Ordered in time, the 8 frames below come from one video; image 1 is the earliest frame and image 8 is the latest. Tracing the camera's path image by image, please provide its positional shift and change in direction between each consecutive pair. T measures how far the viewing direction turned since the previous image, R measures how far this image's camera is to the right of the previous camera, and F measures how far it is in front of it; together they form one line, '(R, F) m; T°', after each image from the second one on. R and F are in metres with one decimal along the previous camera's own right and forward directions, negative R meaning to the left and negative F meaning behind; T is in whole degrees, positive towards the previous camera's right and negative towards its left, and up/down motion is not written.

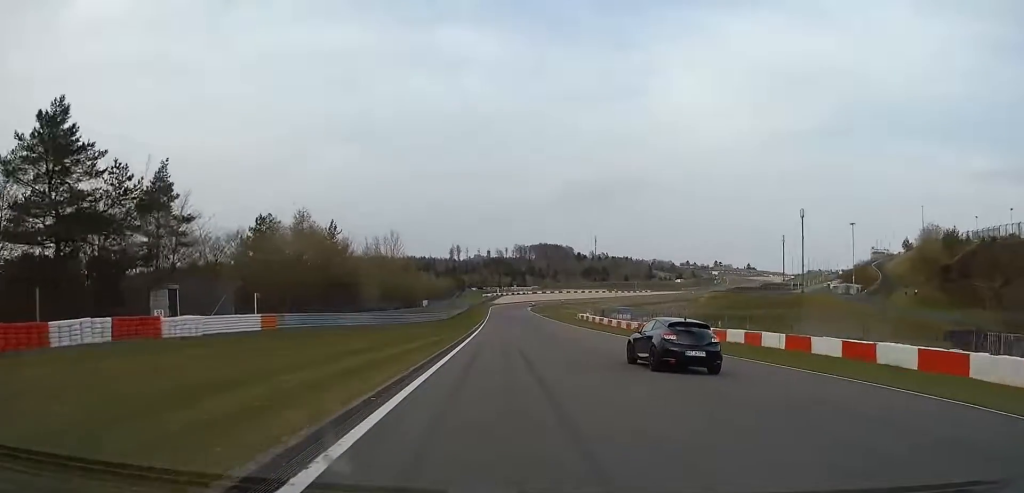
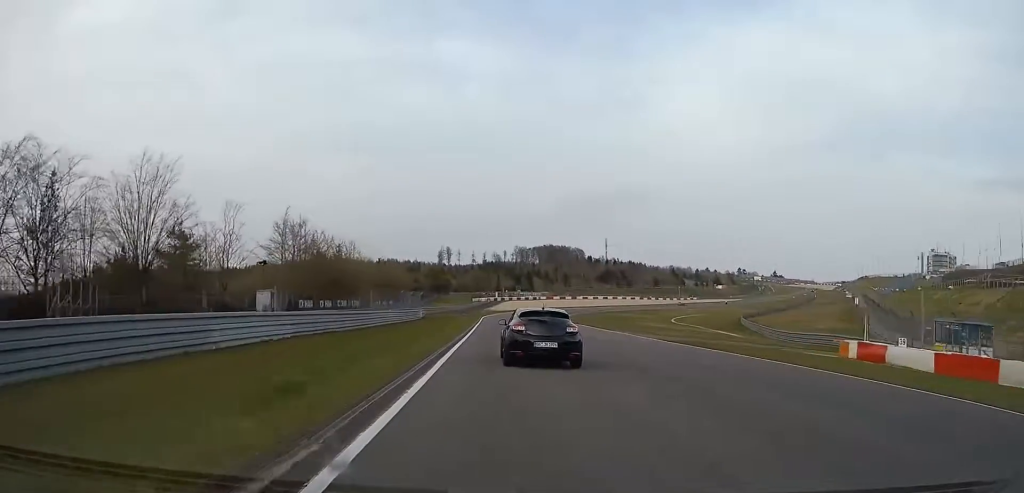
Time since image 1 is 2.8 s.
(+1.5, +121.4) m; +2°
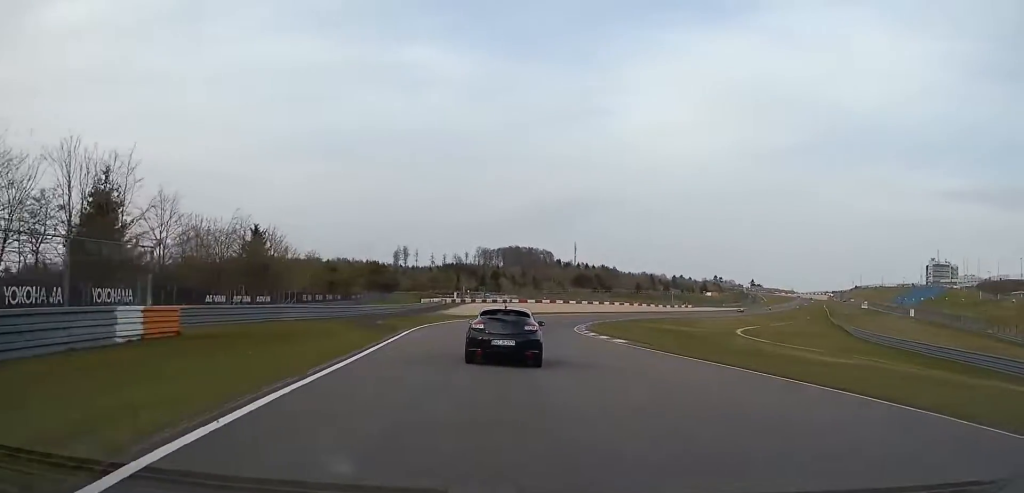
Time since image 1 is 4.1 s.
(+1.1, +57.5) m; +3°
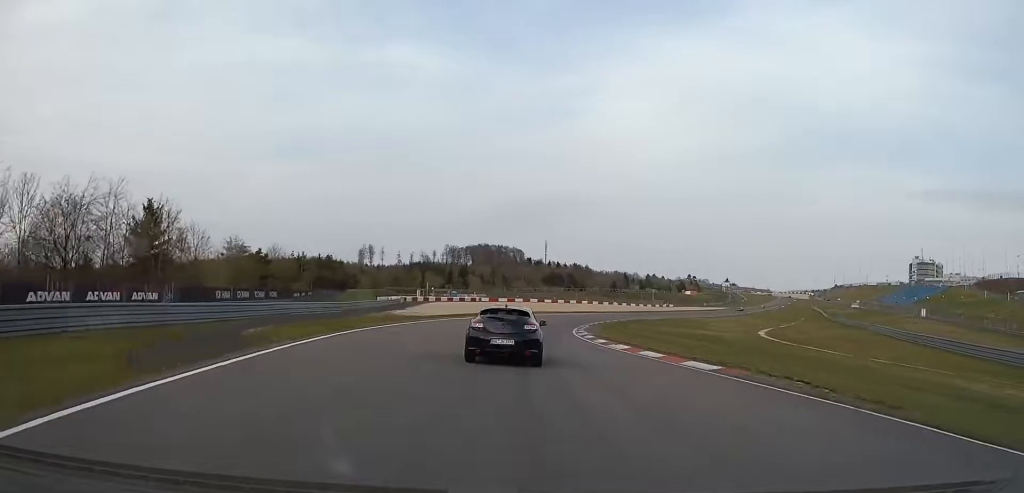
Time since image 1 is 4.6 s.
(+0.4, +20.3) m; +3°
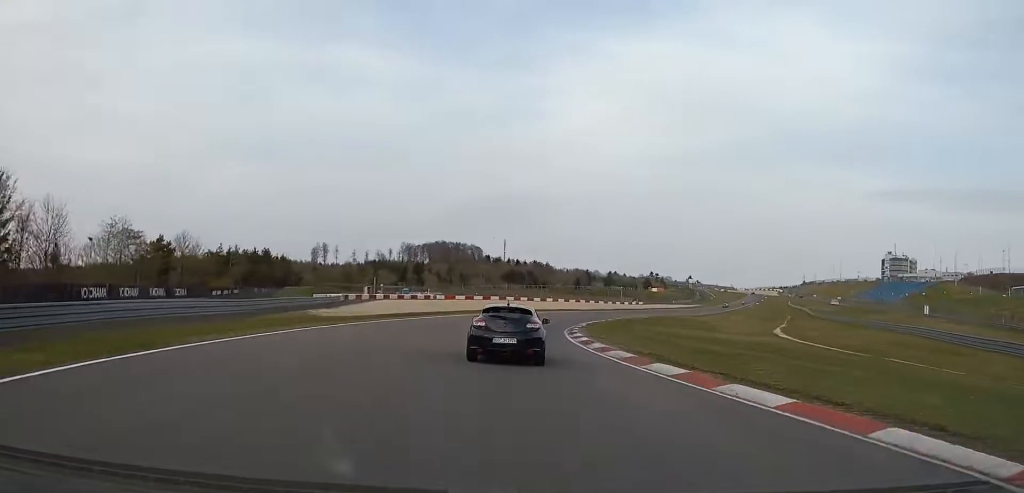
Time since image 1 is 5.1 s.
(-0.4, +18.9) m; +2°
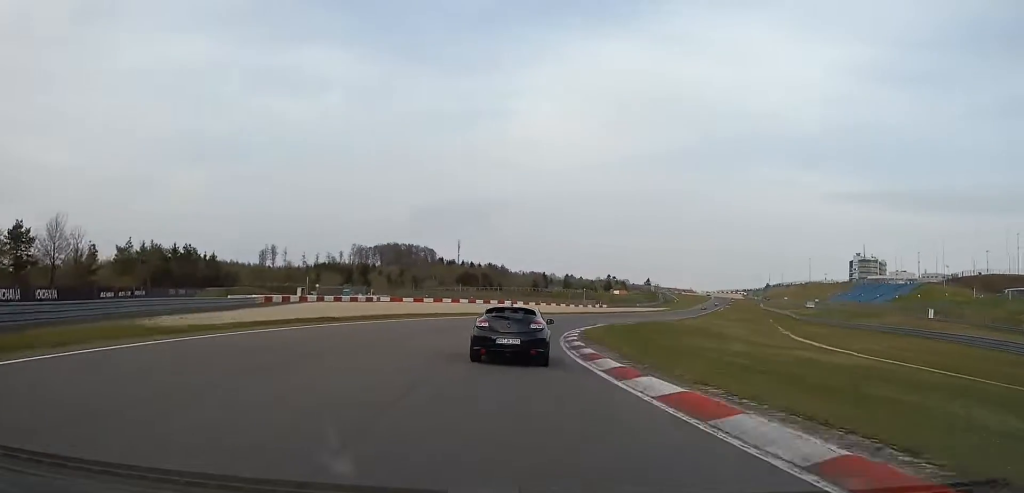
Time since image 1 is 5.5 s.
(+1.2, +19.2) m; +4°
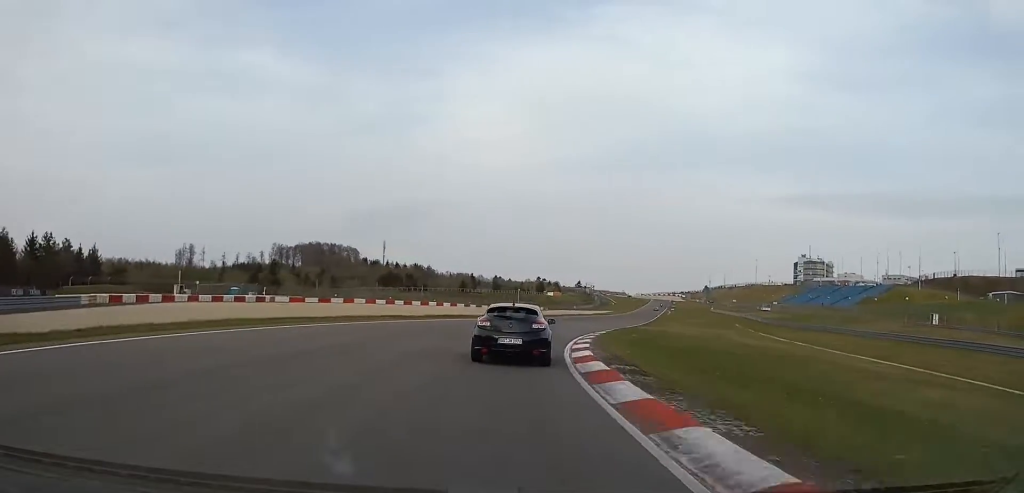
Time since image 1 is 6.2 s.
(+0.7, +26.0) m; +5°
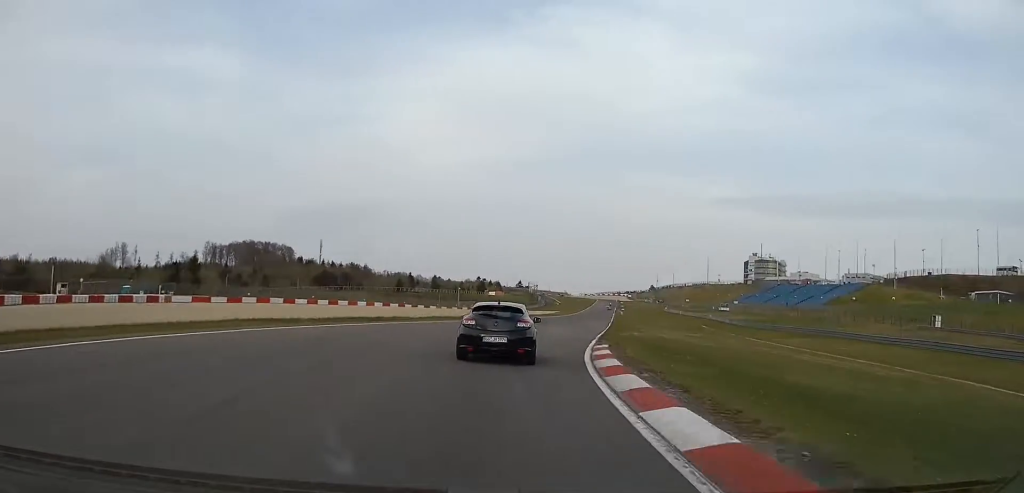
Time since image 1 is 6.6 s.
(+1.1, +18.2) m; +4°
